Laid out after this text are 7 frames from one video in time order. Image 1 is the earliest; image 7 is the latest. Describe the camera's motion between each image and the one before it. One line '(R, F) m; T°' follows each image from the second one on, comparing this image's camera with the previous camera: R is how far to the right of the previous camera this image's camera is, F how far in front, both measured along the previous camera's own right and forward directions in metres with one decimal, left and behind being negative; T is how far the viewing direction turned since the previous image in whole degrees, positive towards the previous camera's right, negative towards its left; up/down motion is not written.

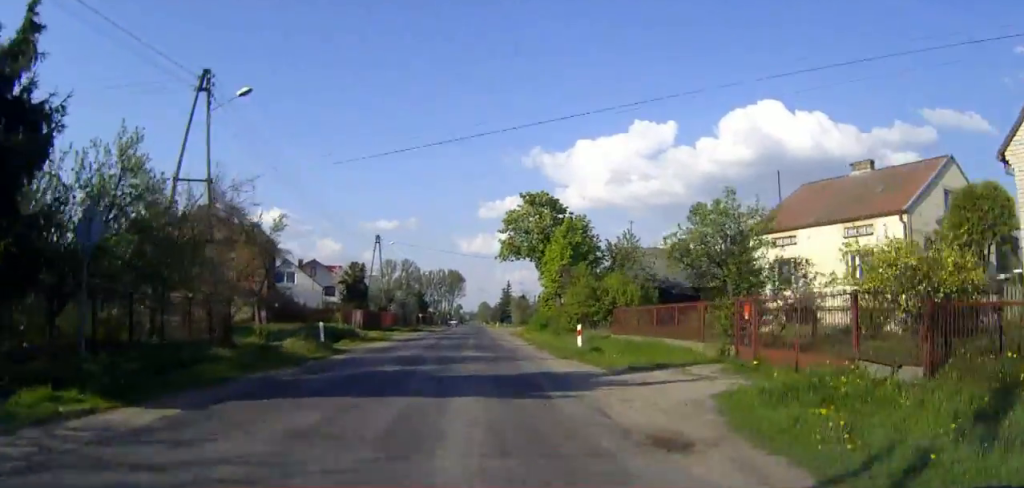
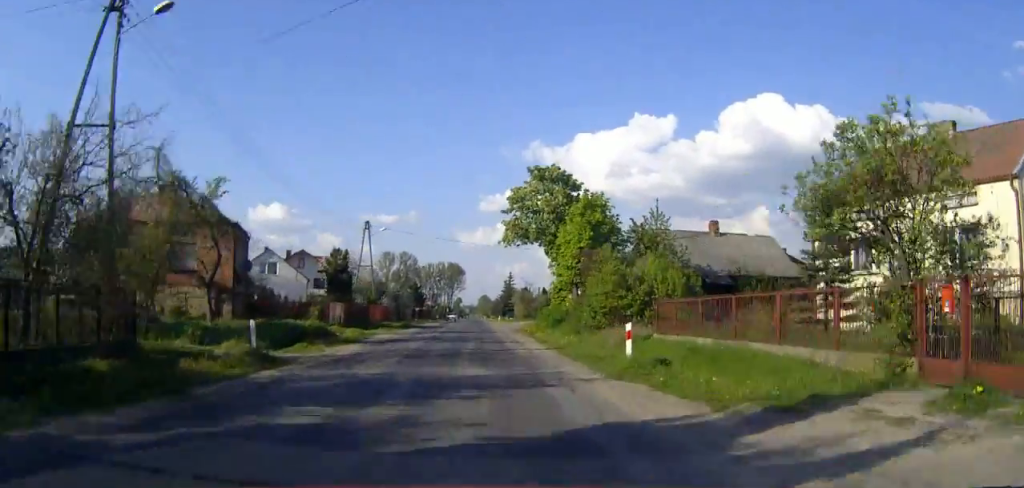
(0.0, +7.9) m; 0°
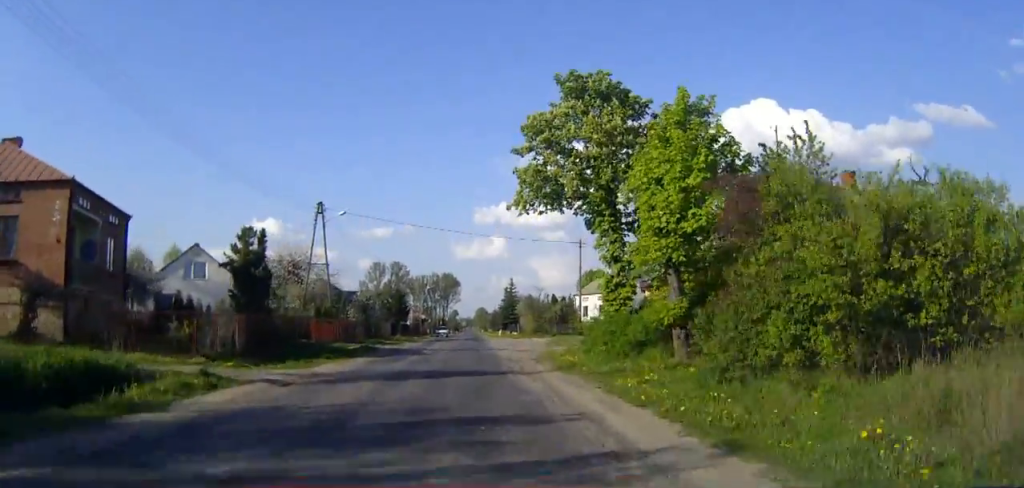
(0.0, +20.5) m; 0°
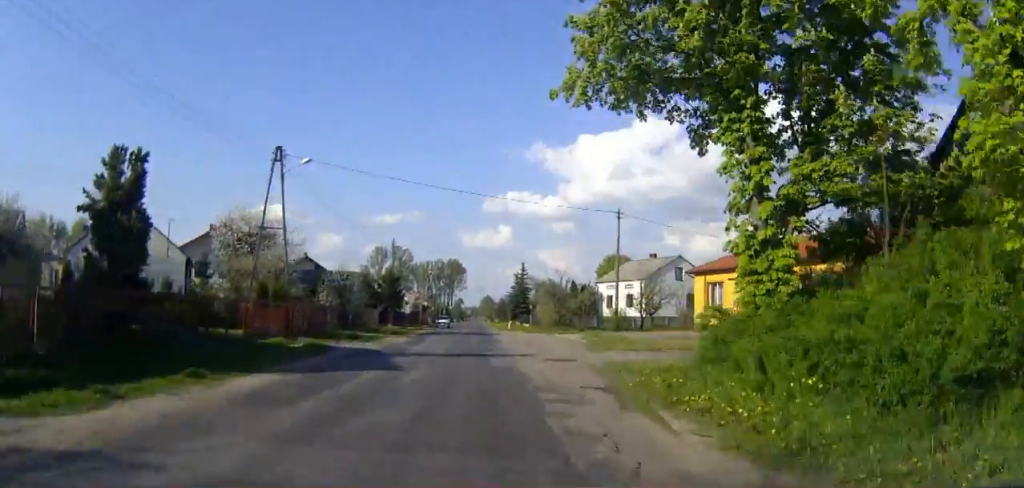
(-0.1, +14.0) m; 0°
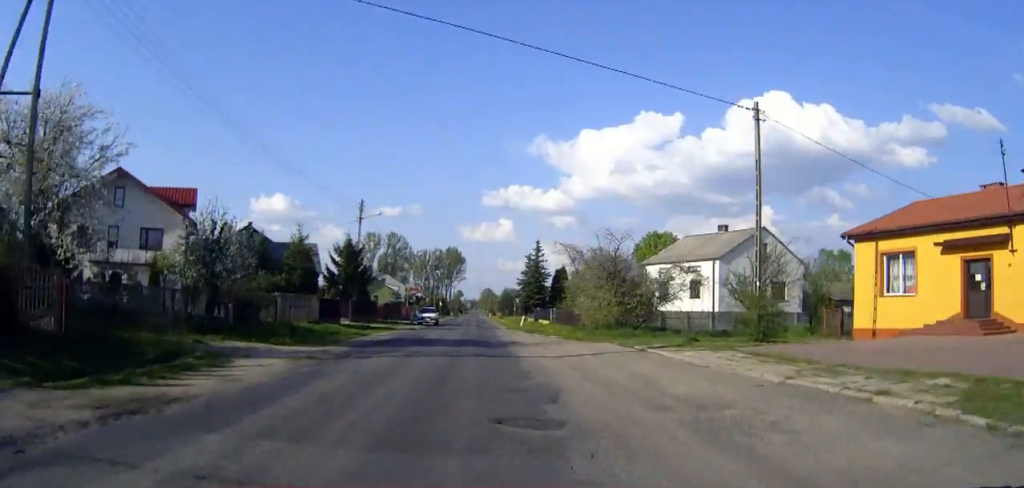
(+0.1, +24.8) m; 0°
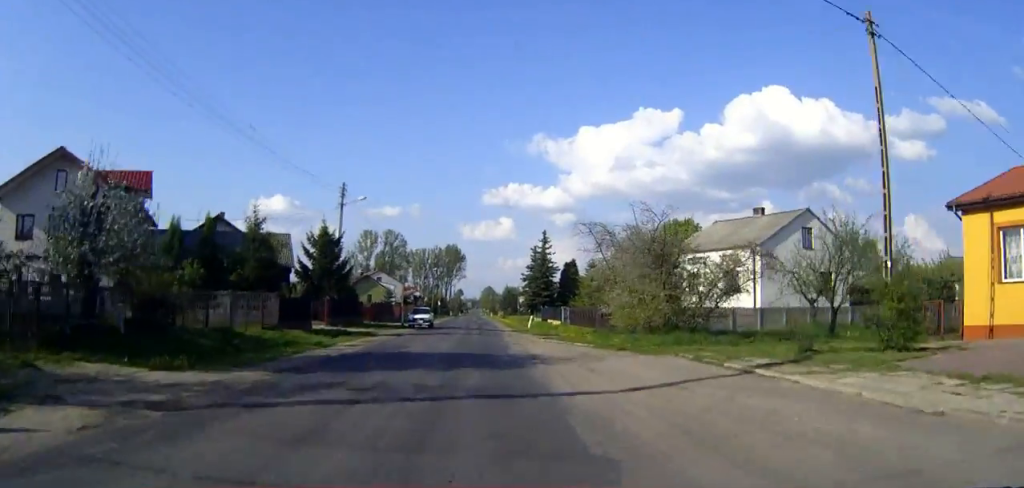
(0.0, +8.5) m; 0°
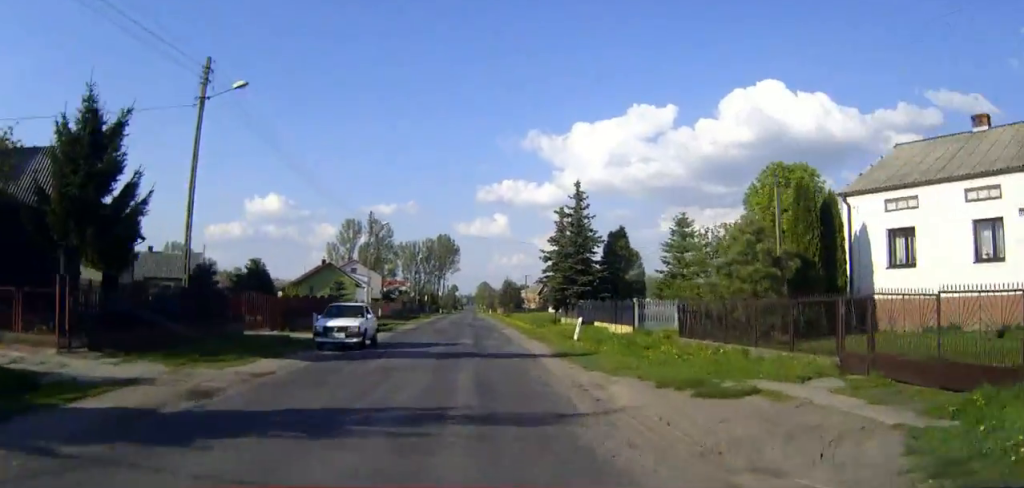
(0.0, +28.4) m; 0°
